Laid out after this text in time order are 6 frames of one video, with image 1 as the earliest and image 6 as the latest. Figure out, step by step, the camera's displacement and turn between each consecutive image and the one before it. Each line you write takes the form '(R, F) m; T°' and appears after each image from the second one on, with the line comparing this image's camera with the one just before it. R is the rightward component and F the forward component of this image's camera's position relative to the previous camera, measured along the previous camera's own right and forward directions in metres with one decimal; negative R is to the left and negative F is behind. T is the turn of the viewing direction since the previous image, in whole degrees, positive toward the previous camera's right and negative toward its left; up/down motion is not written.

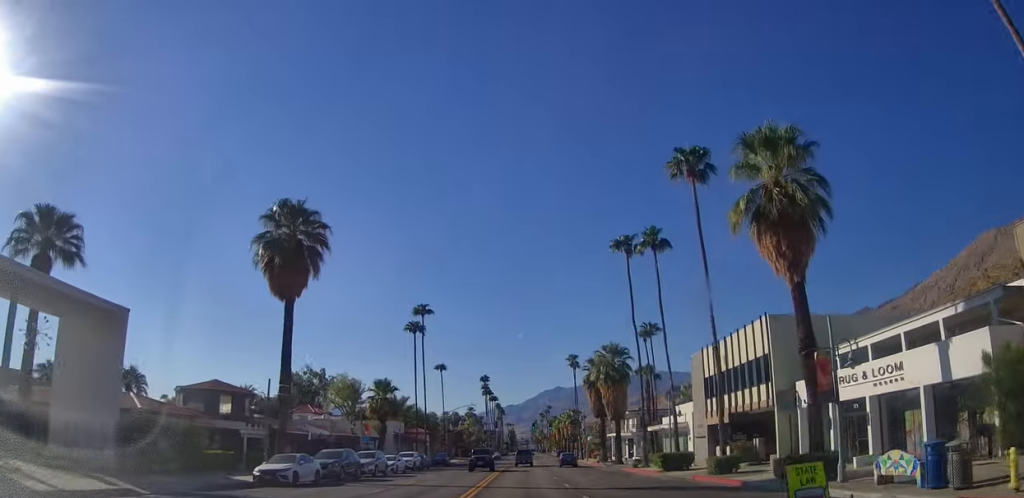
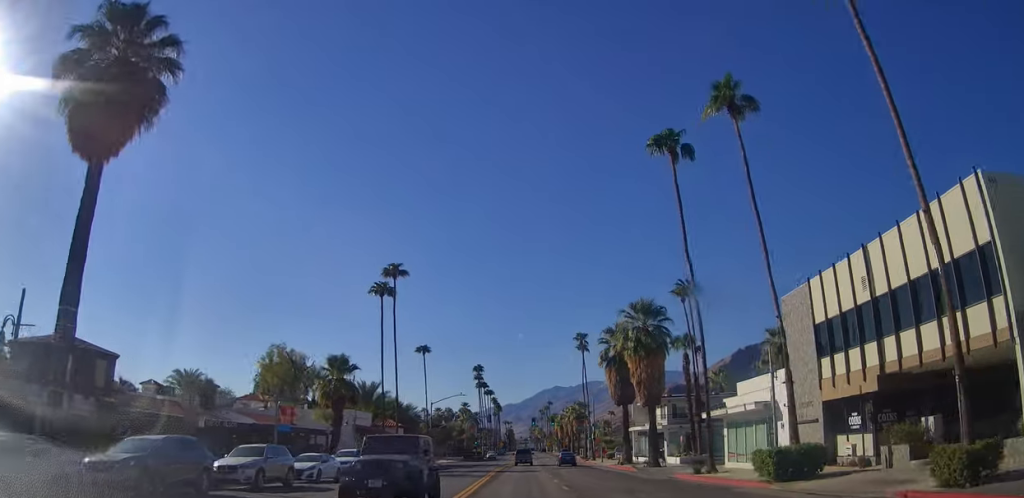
(0.0, +17.2) m; 0°
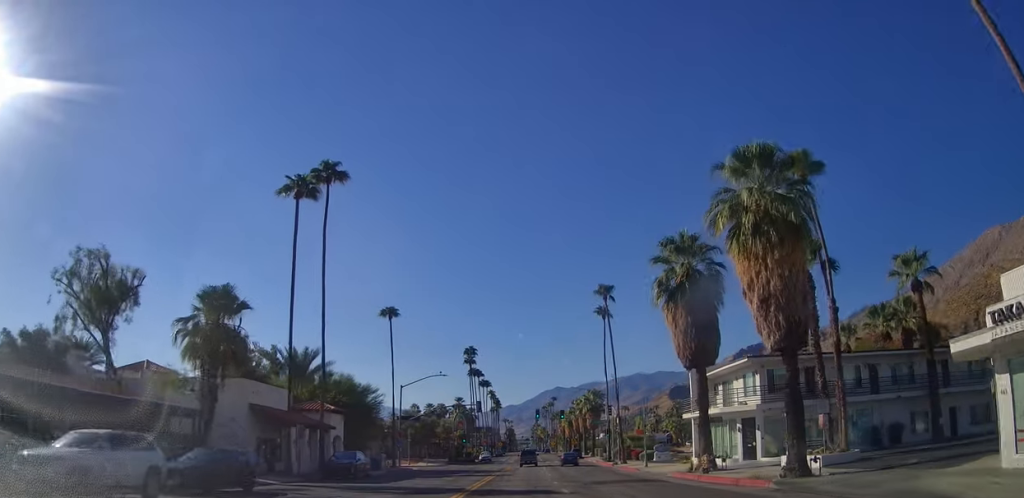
(0.0, +23.6) m; 0°
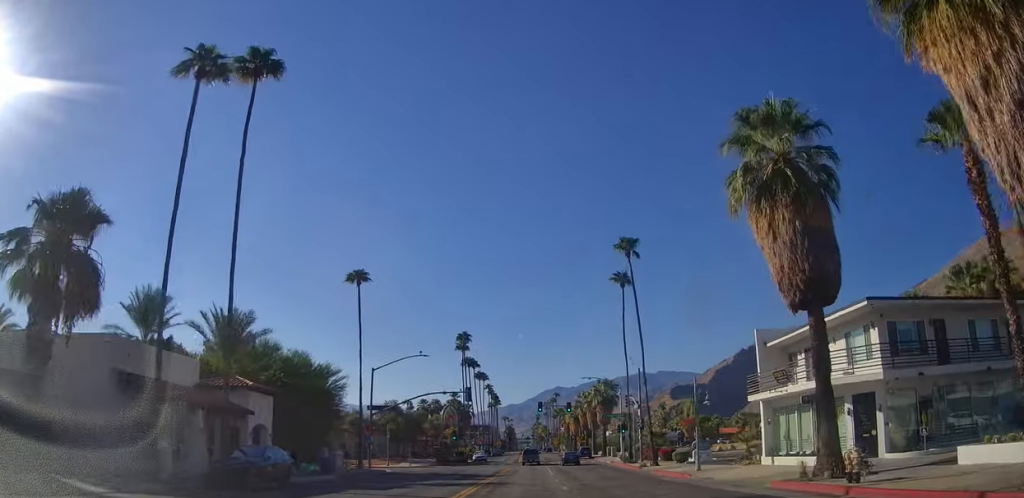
(0.0, +13.2) m; 0°
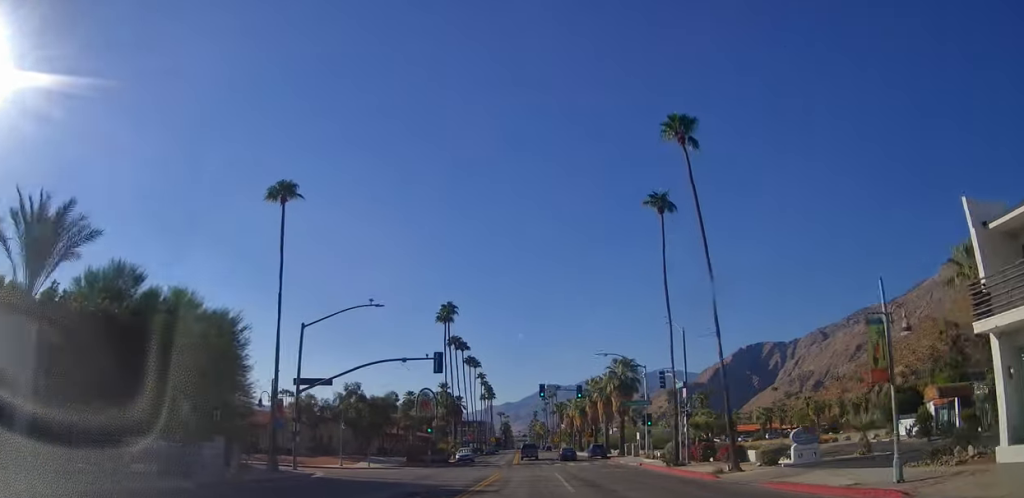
(0.0, +17.5) m; 0°
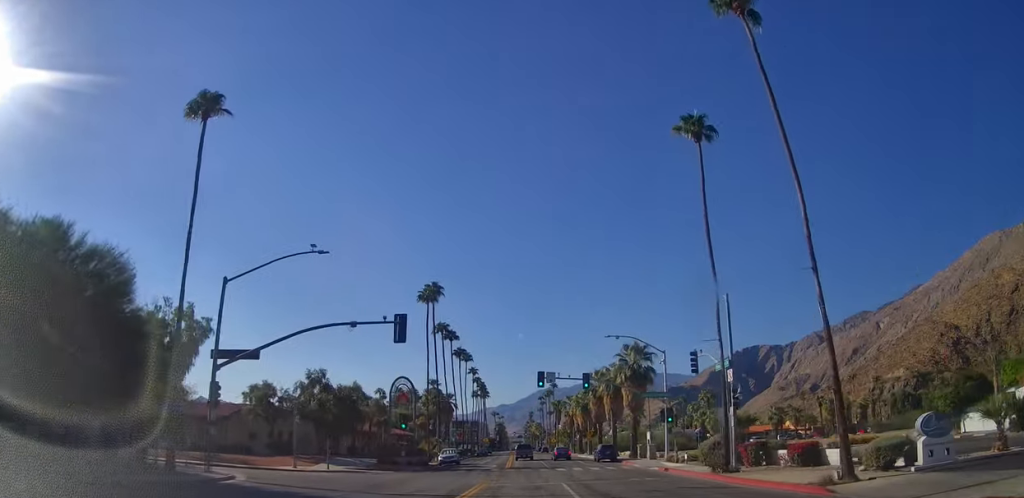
(0.0, +10.2) m; 0°
